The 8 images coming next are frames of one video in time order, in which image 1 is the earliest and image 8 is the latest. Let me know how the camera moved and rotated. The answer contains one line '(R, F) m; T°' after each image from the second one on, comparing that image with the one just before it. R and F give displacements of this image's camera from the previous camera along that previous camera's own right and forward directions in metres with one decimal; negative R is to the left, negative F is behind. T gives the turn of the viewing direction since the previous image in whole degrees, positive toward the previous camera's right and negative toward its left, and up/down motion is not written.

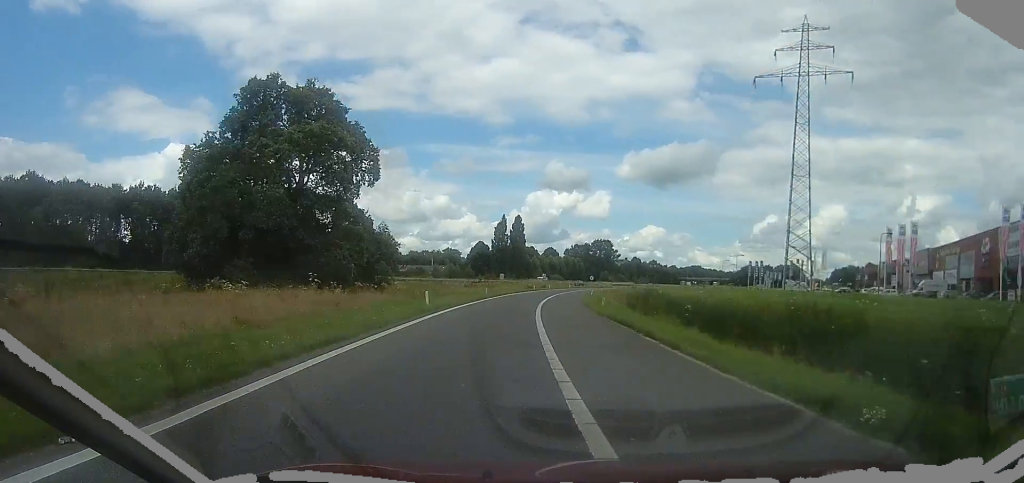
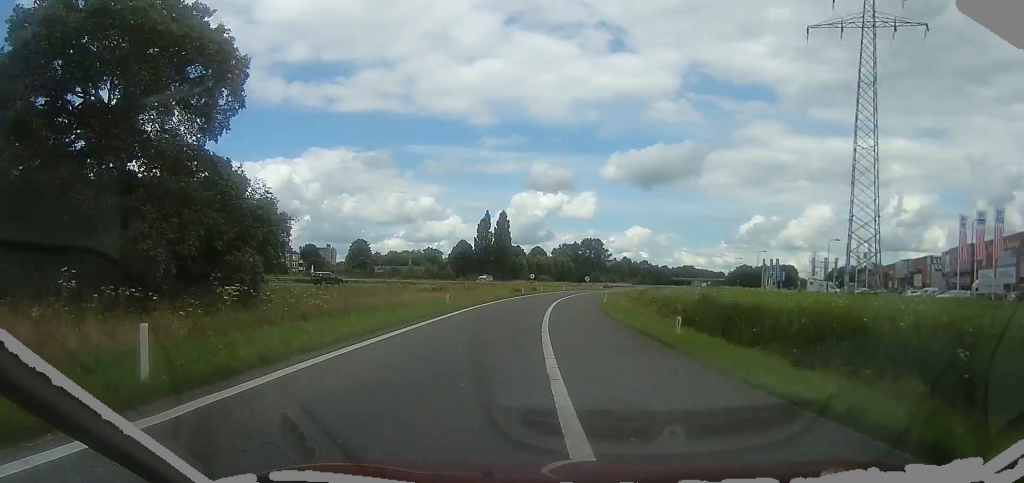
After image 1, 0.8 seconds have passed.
(+0.6, +17.1) m; +4°
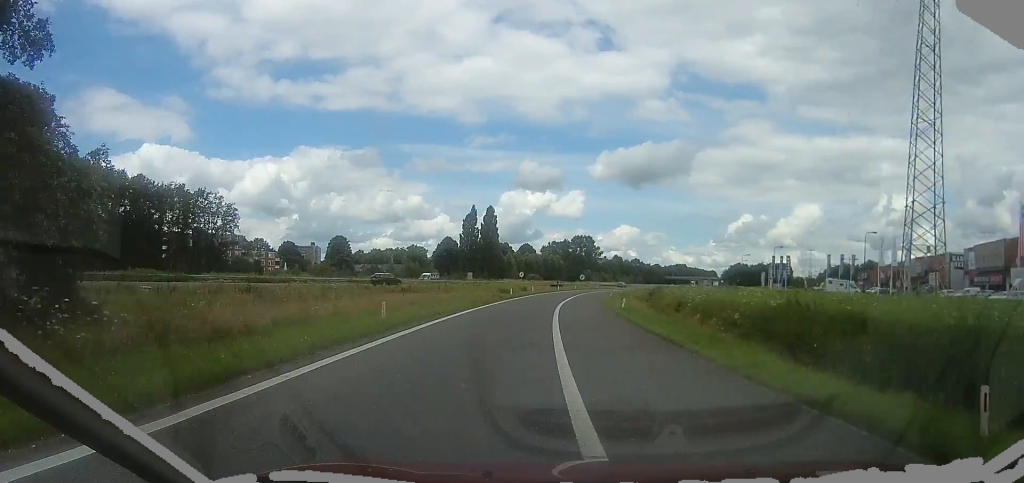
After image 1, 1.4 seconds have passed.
(+0.1, +11.1) m; +2°
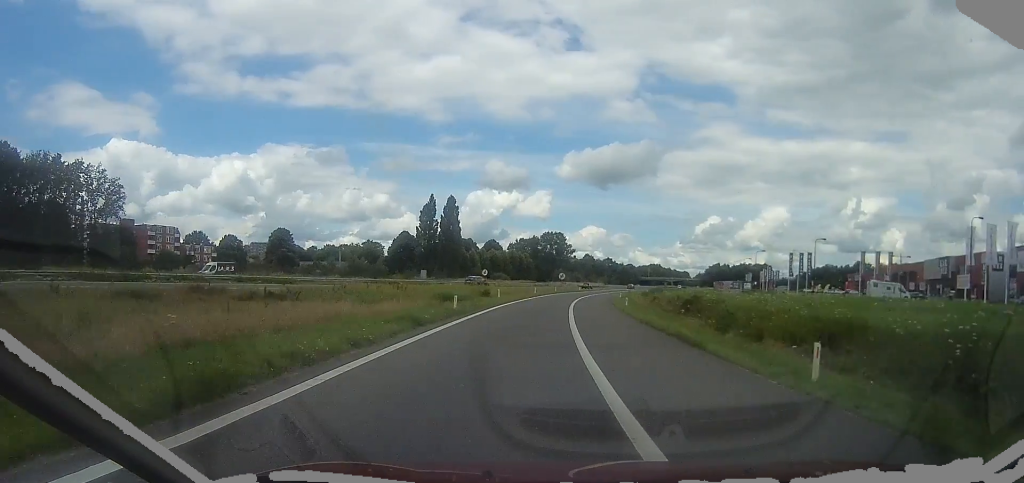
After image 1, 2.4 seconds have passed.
(+0.8, +22.5) m; +2°
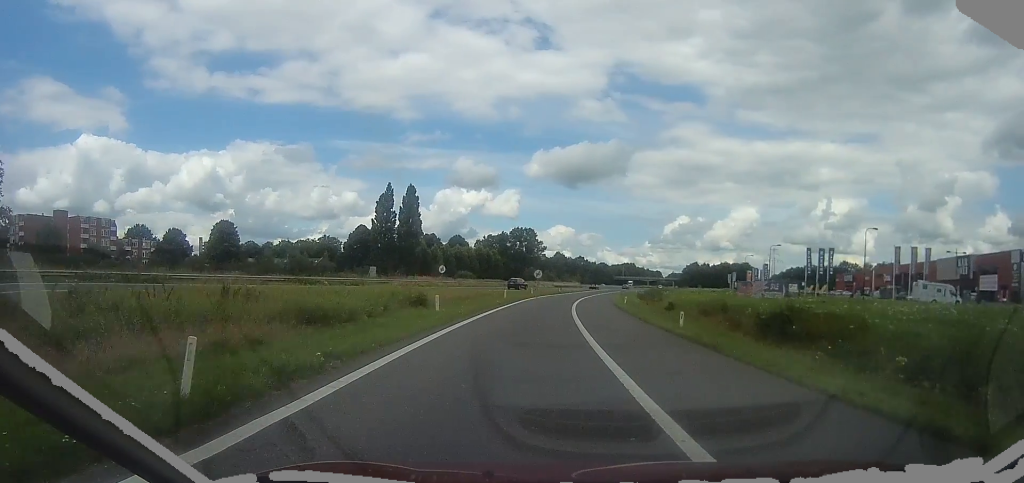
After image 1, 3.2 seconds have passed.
(0.0, +17.1) m; +1°
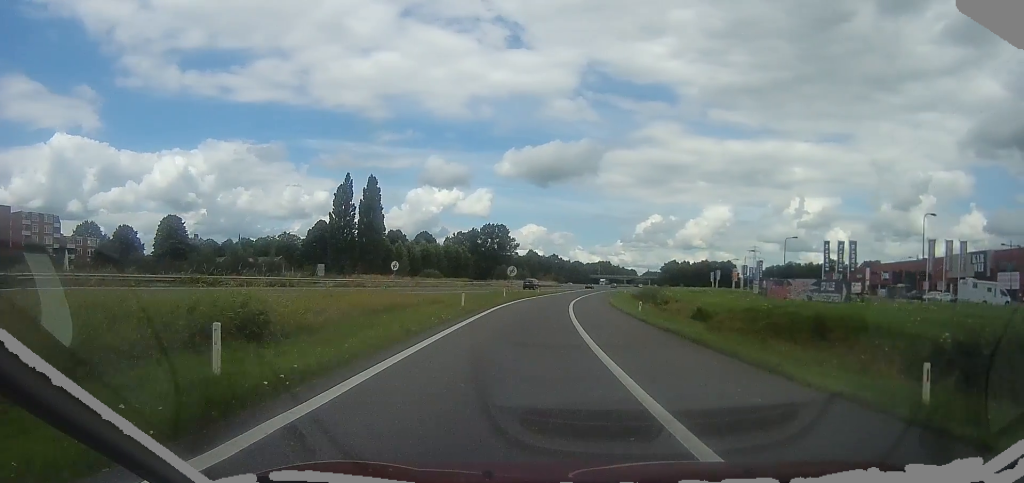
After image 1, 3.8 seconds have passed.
(+0.3, +13.1) m; +3°
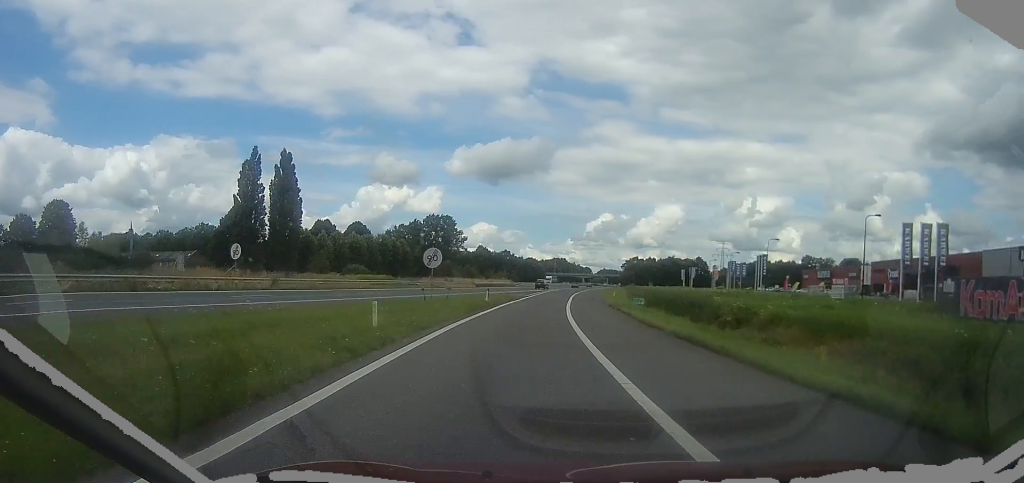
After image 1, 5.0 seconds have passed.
(+1.4, +26.3) m; +6°
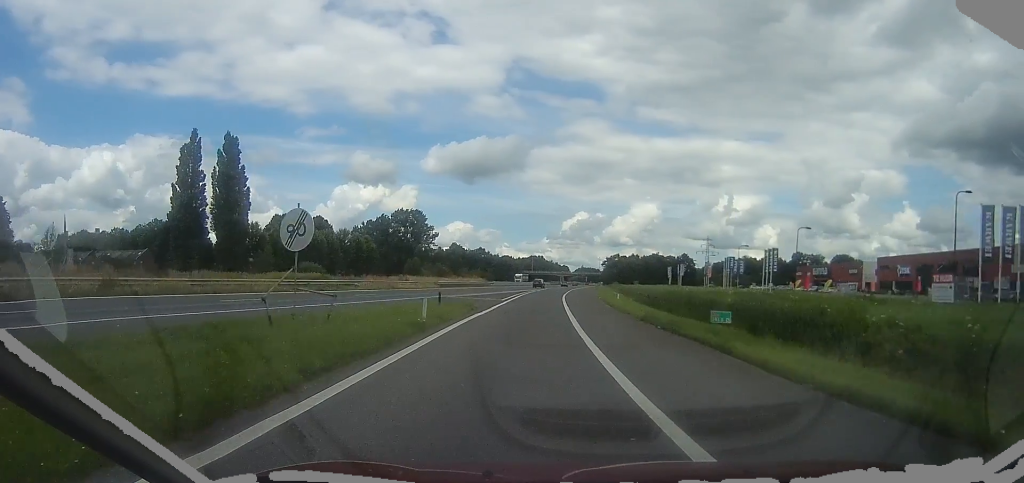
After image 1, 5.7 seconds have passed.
(+0.4, +14.2) m; +3°
